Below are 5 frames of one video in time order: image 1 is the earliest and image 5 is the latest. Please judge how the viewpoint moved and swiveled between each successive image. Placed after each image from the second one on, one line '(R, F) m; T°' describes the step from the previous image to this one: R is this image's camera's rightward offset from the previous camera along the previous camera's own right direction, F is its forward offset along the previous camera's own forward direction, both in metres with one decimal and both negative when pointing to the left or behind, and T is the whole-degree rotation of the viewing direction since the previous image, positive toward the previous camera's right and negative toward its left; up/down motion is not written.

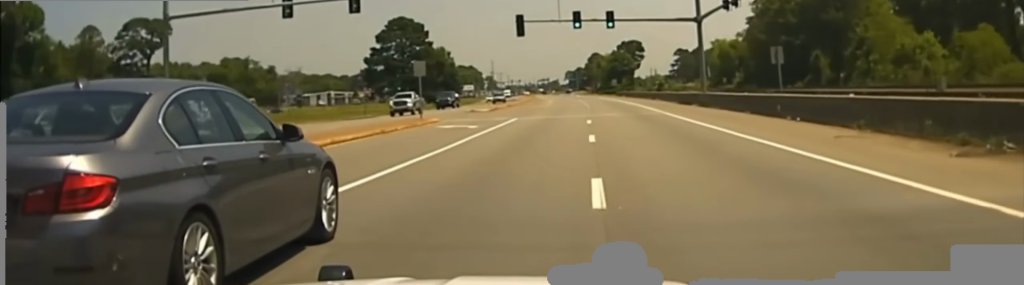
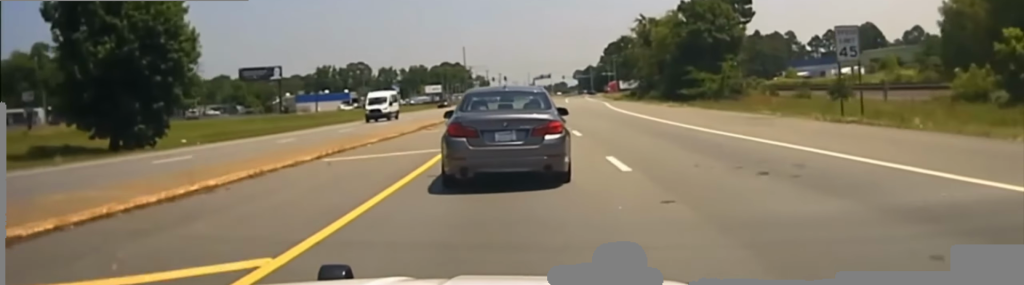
(+0.1, +141.4) m; -1°
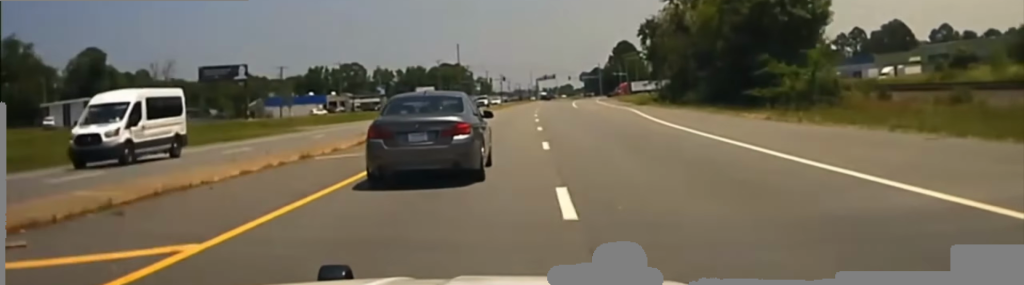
(-0.2, +33.0) m; 0°
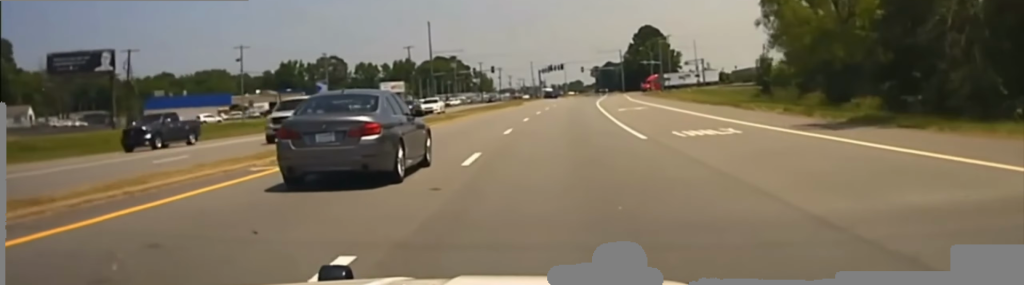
(-0.6, +75.3) m; -1°
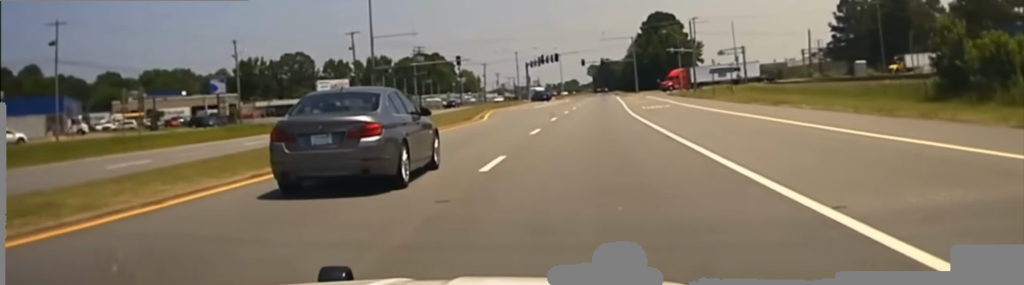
(0.0, +48.1) m; 0°
